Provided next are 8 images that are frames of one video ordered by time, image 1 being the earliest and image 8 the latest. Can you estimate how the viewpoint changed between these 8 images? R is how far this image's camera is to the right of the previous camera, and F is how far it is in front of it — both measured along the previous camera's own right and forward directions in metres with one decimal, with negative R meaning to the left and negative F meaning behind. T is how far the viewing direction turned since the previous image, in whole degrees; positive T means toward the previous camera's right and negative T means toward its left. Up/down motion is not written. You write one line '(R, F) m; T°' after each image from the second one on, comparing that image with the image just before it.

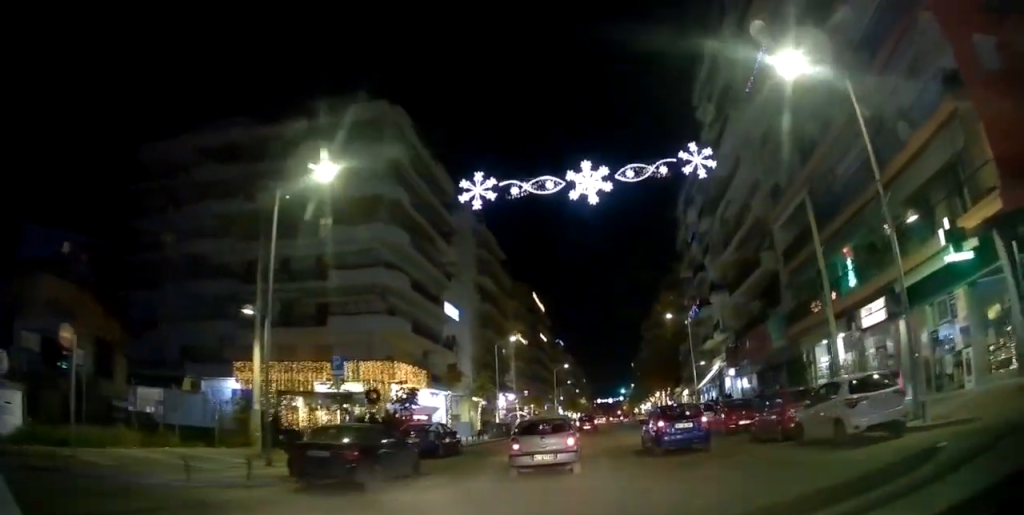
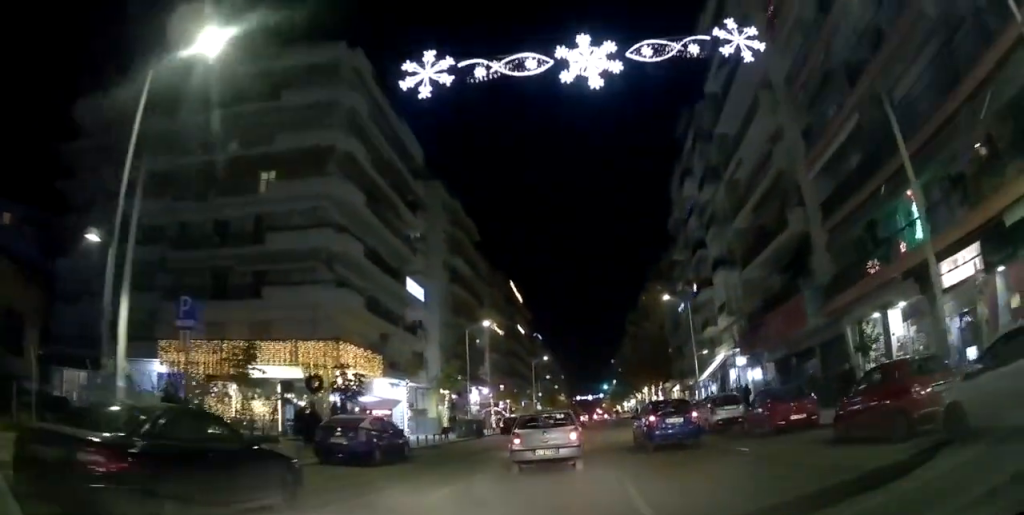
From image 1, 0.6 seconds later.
(-0.1, +6.3) m; 0°
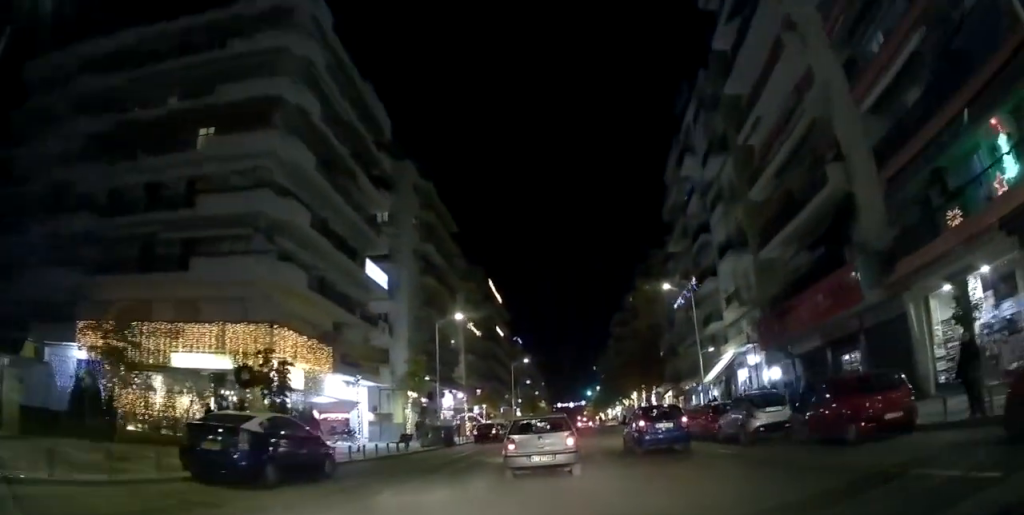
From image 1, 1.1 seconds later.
(0.0, +5.4) m; 0°
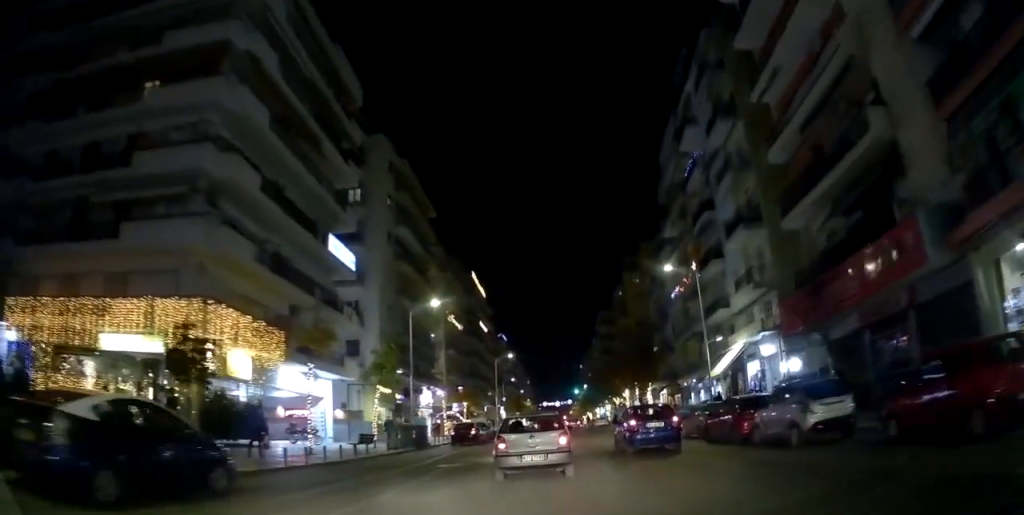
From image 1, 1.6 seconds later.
(+0.1, +4.1) m; 0°
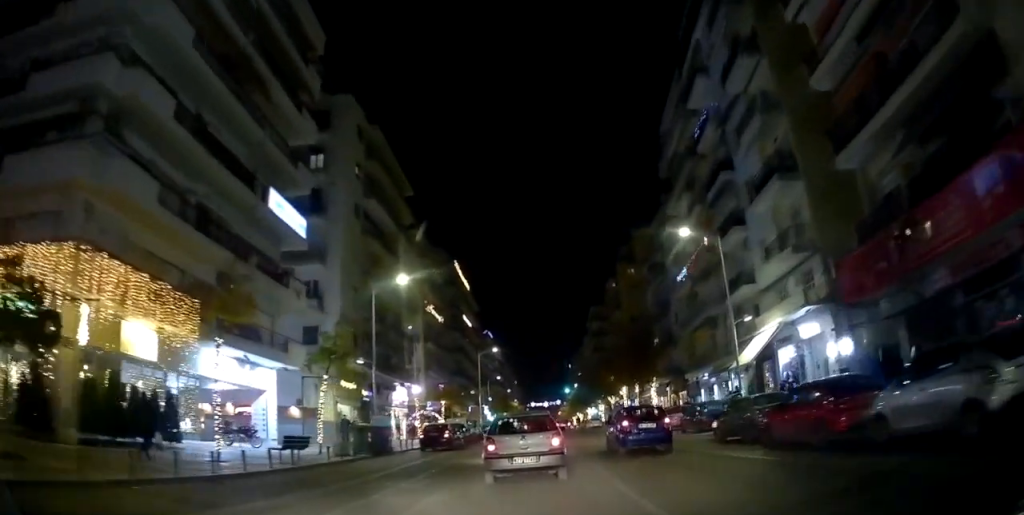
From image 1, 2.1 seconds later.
(0.0, +5.9) m; +1°
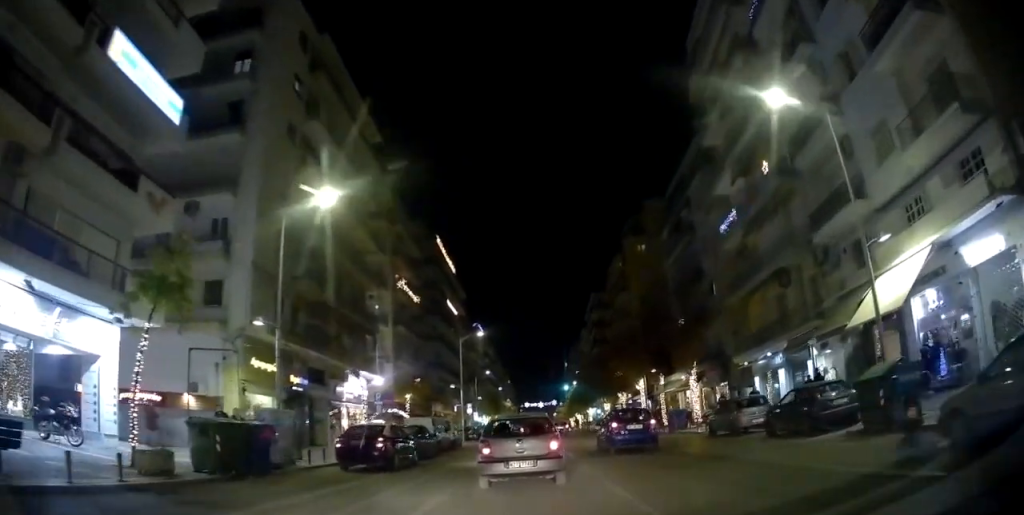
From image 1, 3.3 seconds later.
(+0.4, +11.3) m; +7°
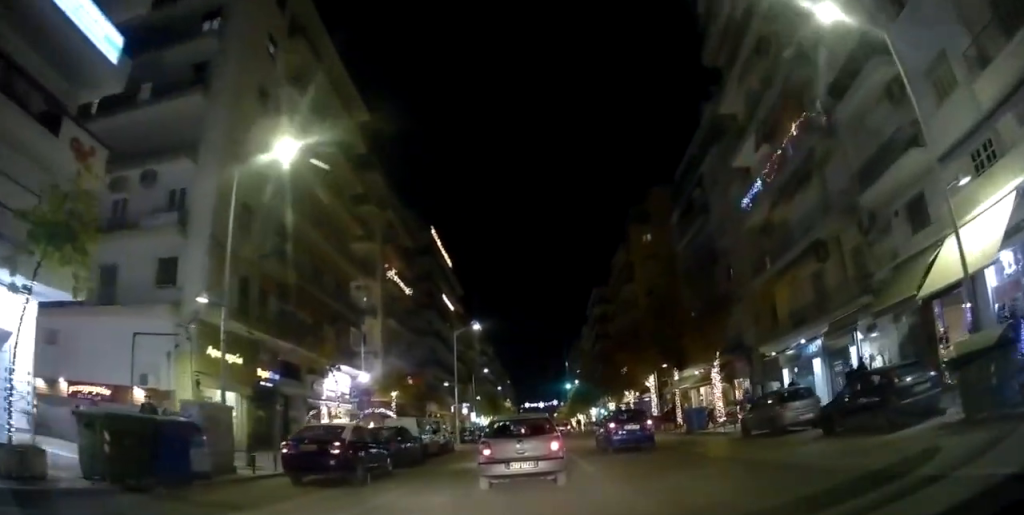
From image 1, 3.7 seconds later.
(+0.2, +3.7) m; +3°
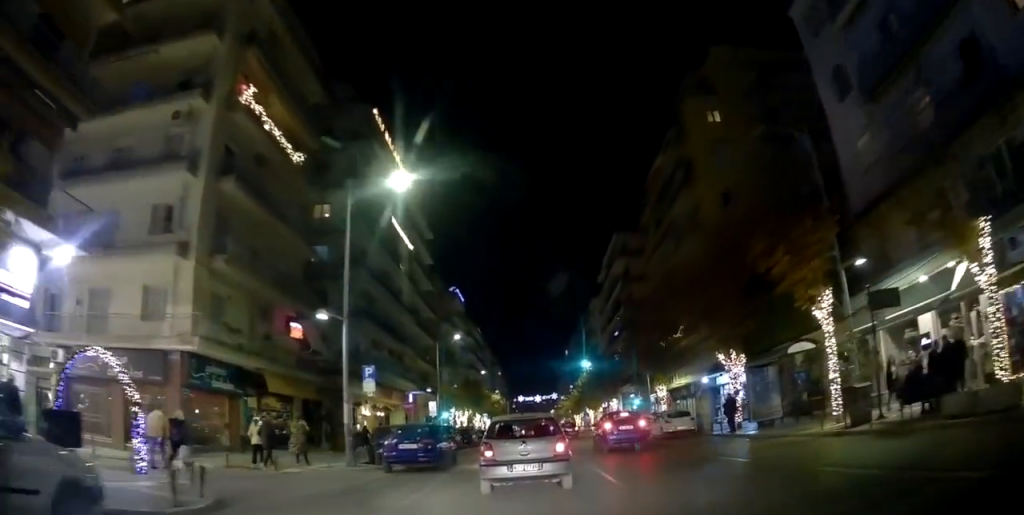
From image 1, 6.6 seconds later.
(-1.3, +25.1) m; 0°
